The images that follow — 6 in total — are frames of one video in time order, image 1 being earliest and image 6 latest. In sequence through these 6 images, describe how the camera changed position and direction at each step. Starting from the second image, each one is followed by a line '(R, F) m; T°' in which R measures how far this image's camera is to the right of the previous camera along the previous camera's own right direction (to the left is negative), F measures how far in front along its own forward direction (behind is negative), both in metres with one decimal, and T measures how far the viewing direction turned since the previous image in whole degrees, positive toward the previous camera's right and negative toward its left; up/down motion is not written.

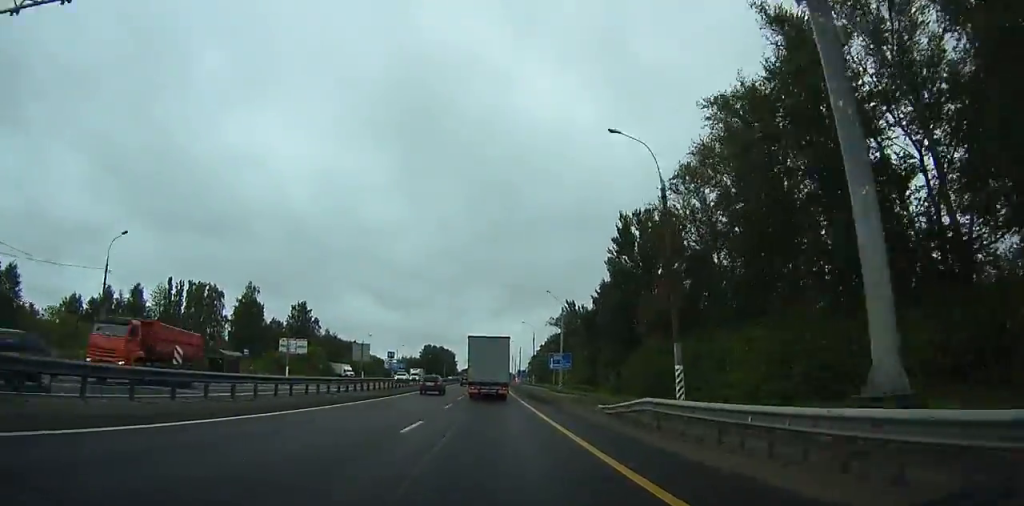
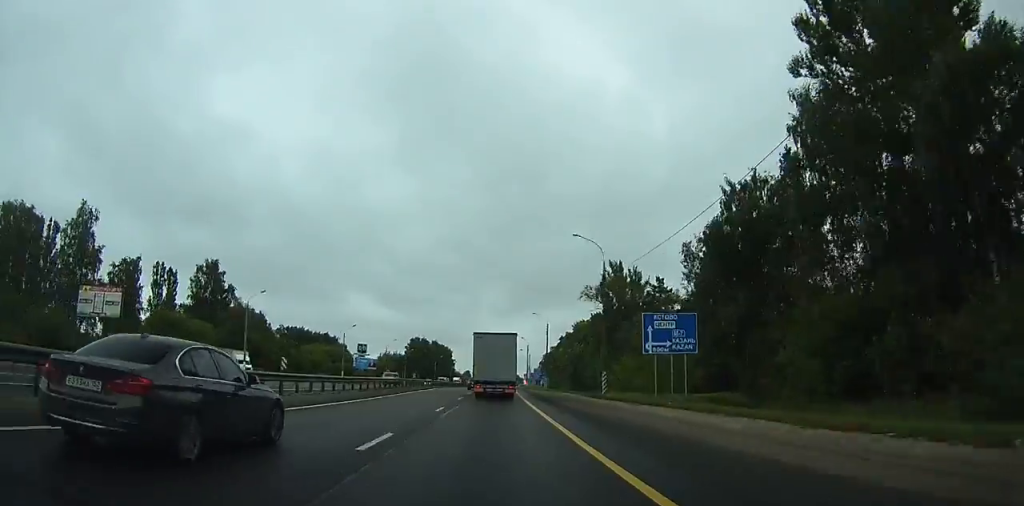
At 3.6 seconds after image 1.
(-0.1, +63.7) m; 0°
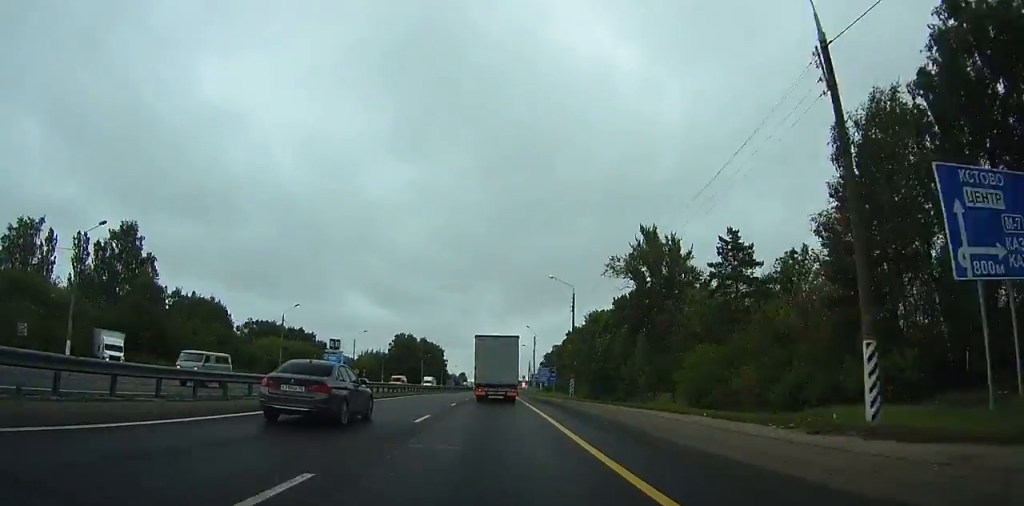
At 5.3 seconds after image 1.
(-0.1, +29.4) m; 0°
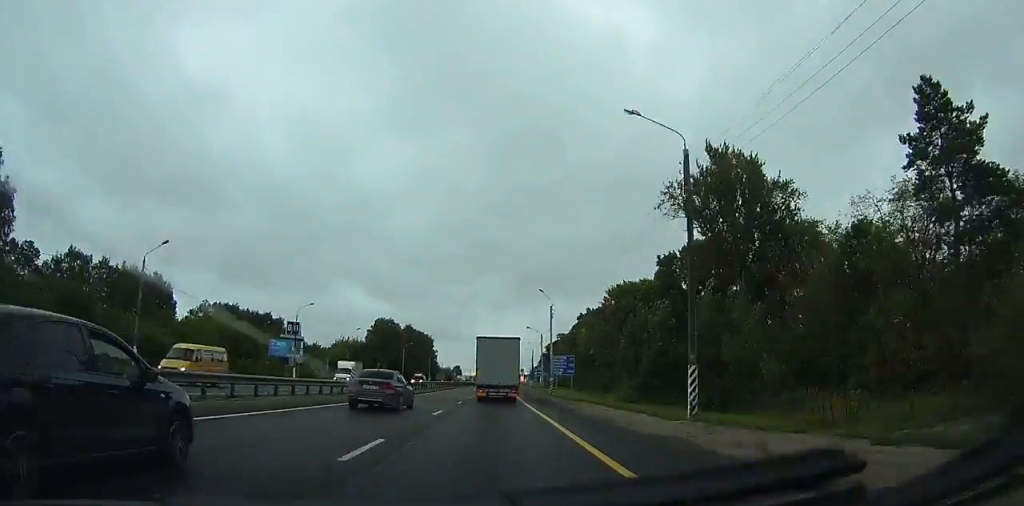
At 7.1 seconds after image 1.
(-0.1, +31.7) m; 0°
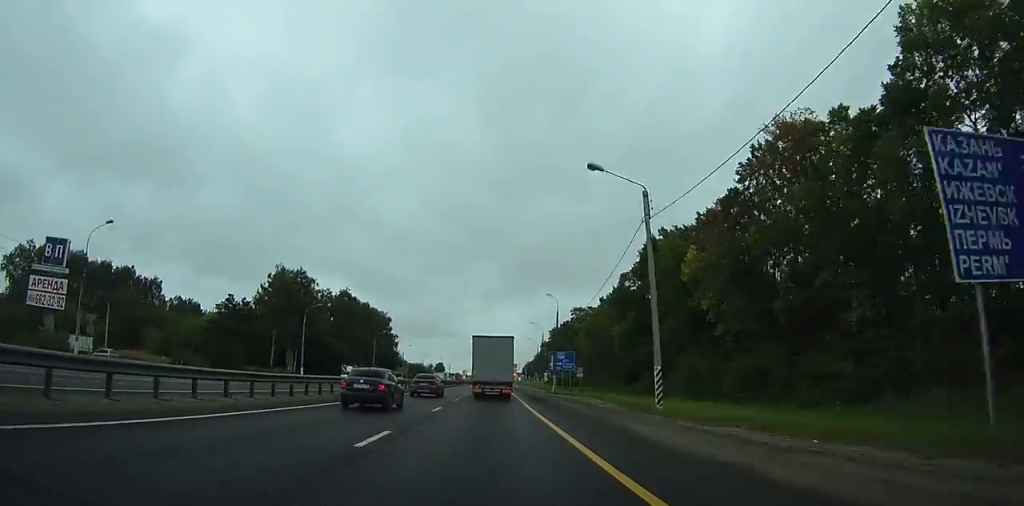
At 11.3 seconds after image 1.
(+0.4, +74.3) m; +1°
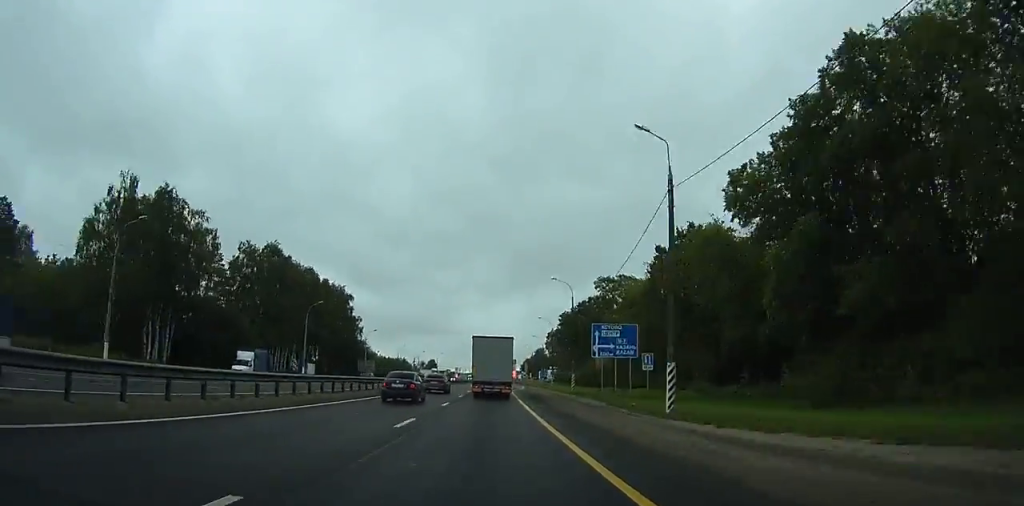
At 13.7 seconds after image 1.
(+0.5, +43.0) m; +1°
